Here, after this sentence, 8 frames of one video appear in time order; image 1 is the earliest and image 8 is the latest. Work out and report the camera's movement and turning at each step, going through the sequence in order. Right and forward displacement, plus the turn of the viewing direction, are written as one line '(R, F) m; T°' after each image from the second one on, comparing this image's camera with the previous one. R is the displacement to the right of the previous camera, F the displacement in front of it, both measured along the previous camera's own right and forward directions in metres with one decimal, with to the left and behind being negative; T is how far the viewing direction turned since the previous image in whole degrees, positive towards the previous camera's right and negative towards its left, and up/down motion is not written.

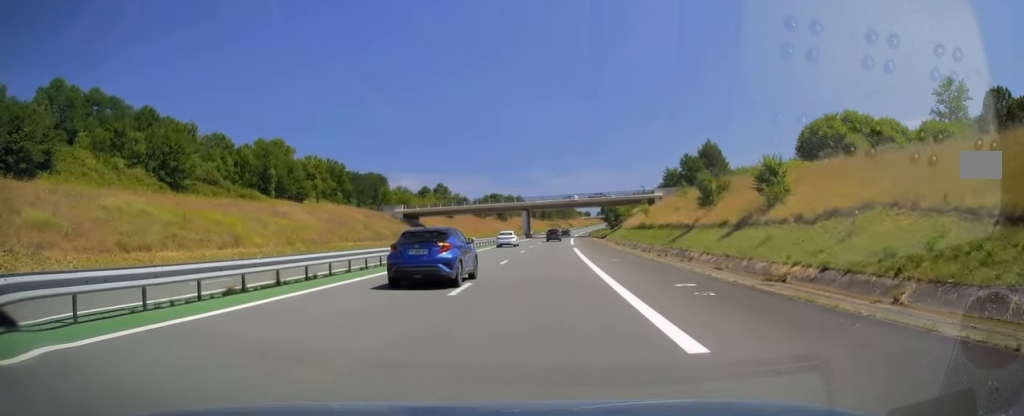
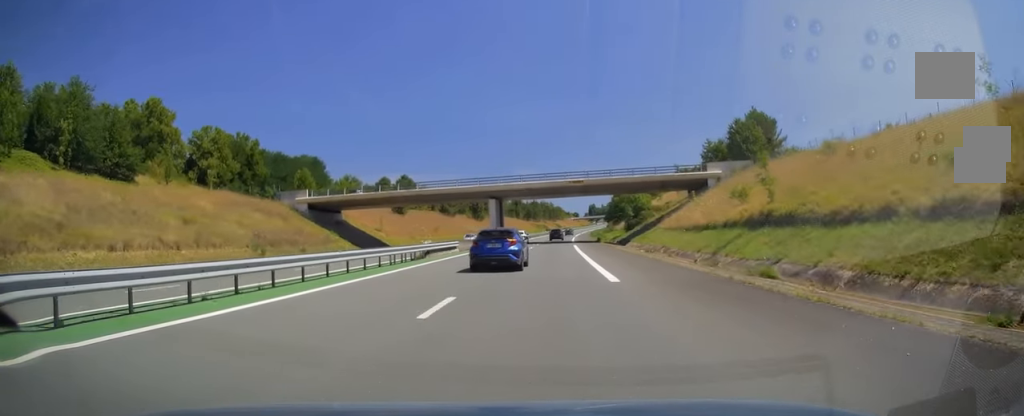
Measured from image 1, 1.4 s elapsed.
(+0.5, +42.5) m; +2°
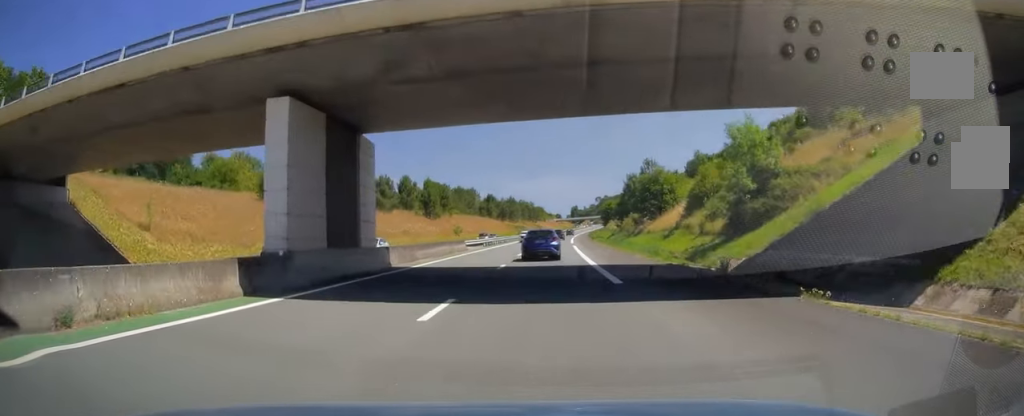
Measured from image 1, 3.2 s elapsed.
(+1.0, +52.3) m; +2°
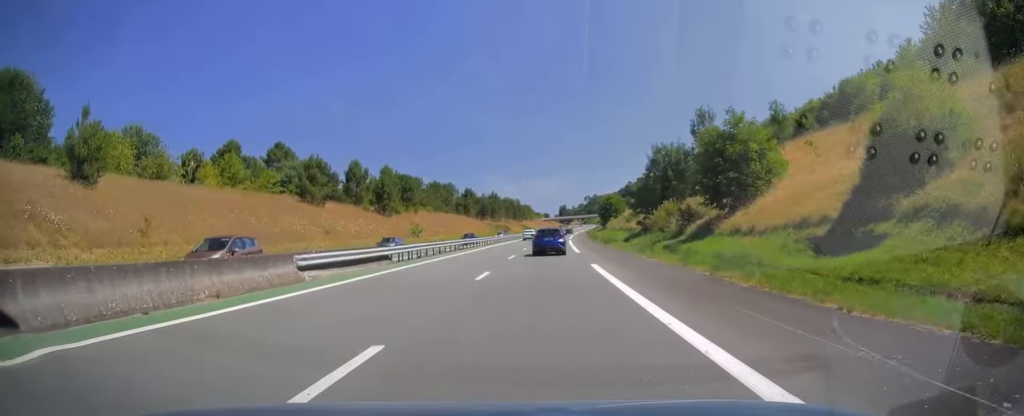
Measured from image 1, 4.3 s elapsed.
(+0.1, +31.2) m; +1°
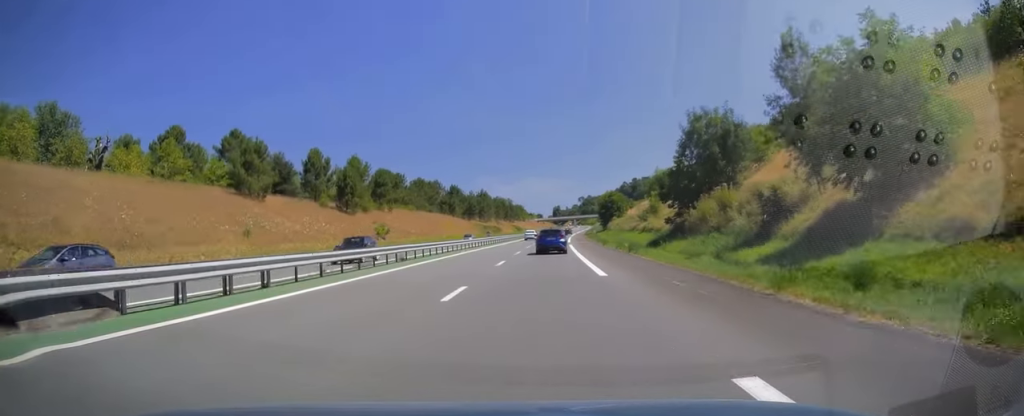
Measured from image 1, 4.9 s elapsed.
(+0.2, +18.0) m; +1°
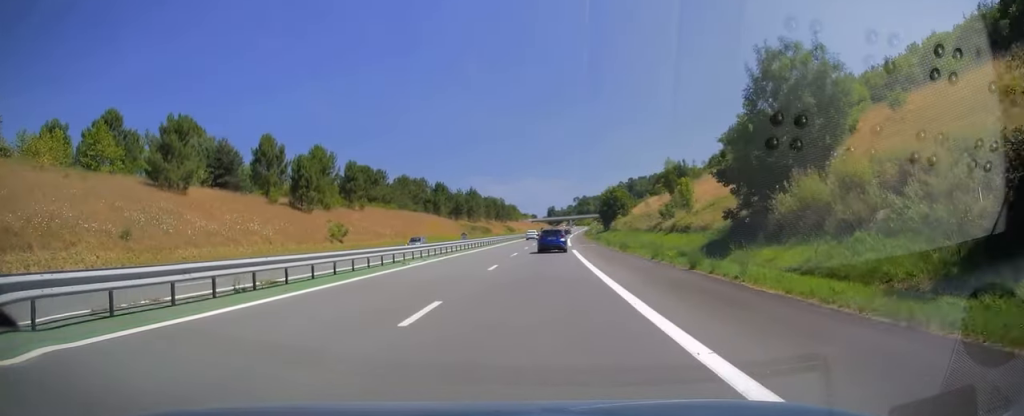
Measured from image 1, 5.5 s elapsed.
(+0.1, +16.1) m; +1°
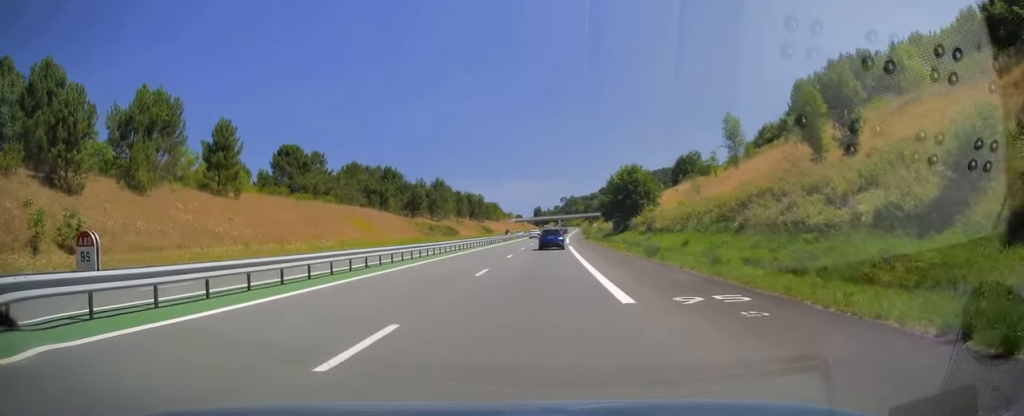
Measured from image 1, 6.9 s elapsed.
(+0.4, +41.9) m; +1°
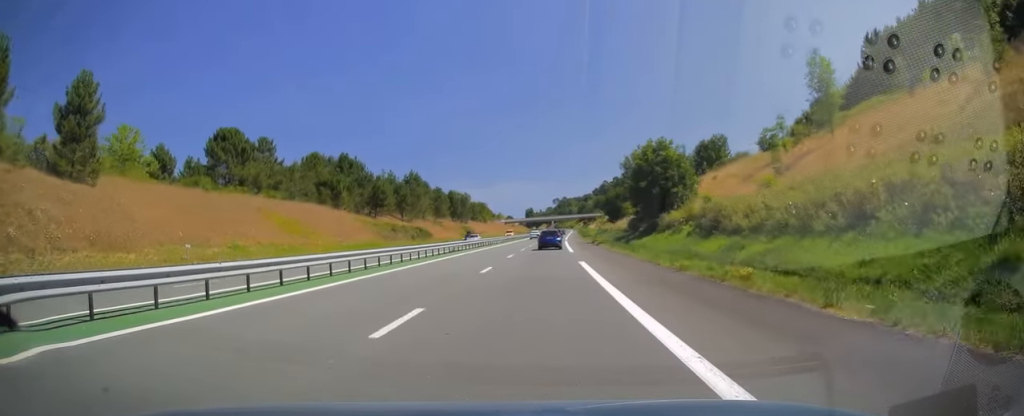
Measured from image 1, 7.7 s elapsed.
(+0.1, +23.9) m; +1°
